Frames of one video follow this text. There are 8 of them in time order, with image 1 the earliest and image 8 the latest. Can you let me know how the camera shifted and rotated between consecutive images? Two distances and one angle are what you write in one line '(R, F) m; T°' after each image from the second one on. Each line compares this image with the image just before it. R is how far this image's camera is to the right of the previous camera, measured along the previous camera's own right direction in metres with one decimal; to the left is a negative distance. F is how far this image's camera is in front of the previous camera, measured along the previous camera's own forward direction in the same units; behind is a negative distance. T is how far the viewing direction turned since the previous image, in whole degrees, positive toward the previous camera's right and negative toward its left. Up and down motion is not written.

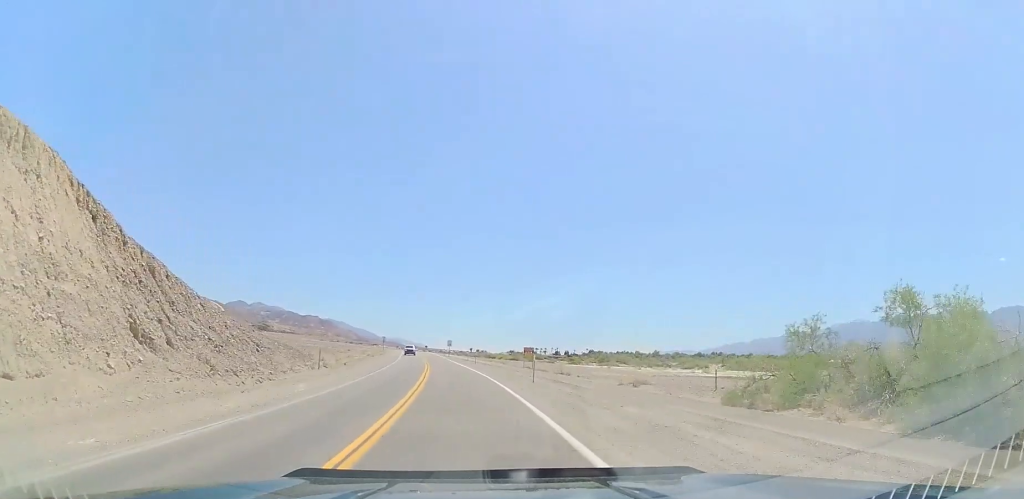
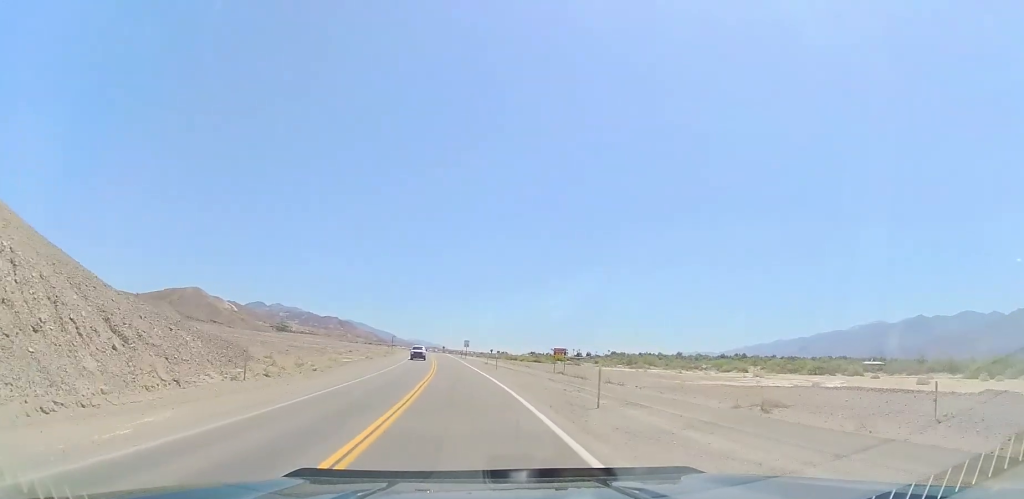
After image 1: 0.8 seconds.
(0.0, +13.2) m; -2°
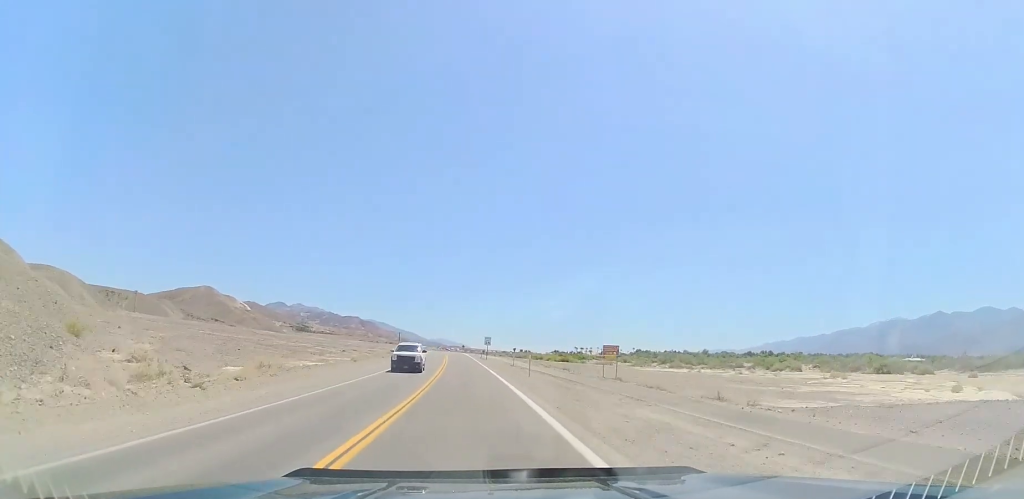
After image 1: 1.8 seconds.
(-0.6, +16.1) m; -5°
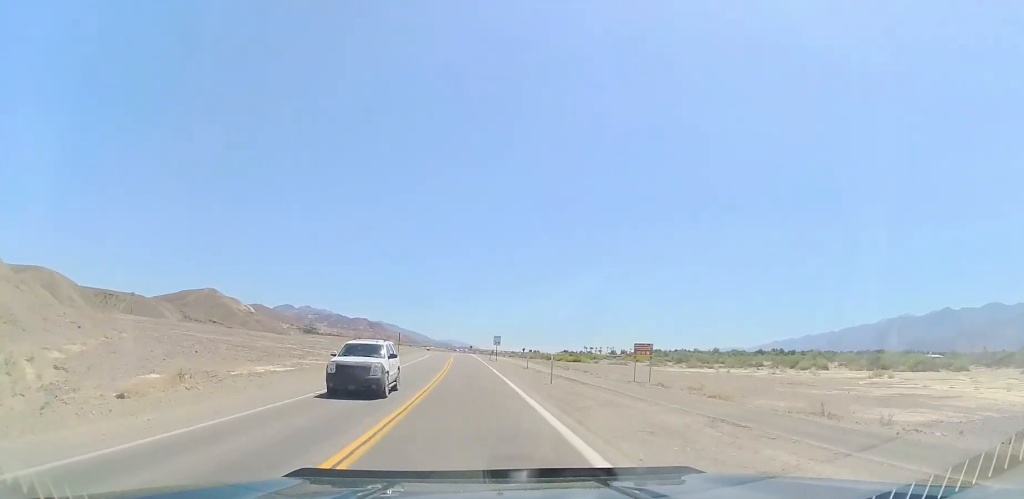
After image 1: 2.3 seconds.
(-0.3, +7.7) m; -2°
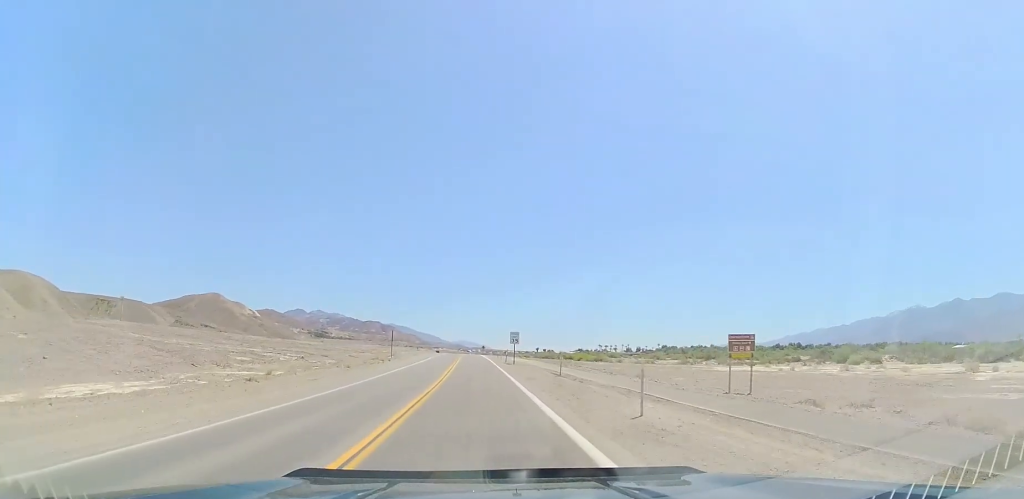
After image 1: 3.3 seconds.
(-0.2, +14.7) m; -1°
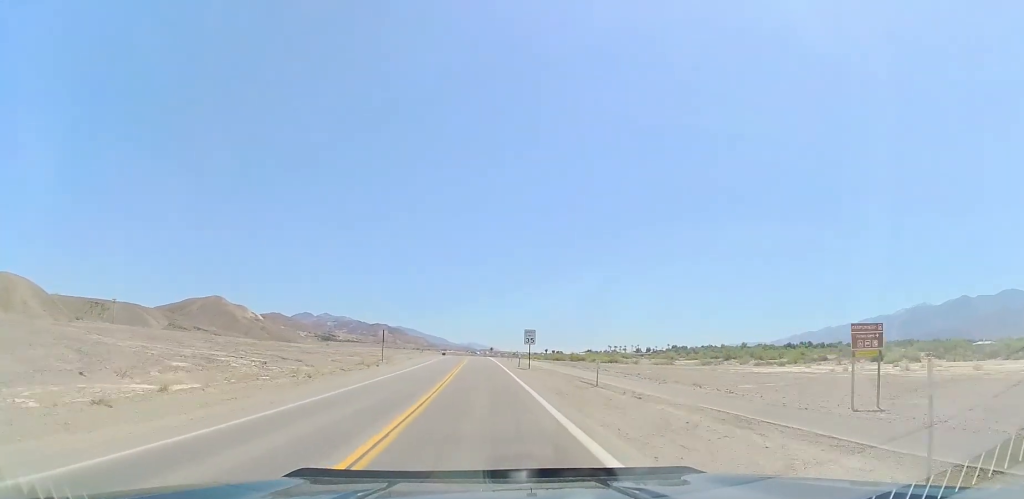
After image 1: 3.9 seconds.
(0.0, +9.6) m; +1°
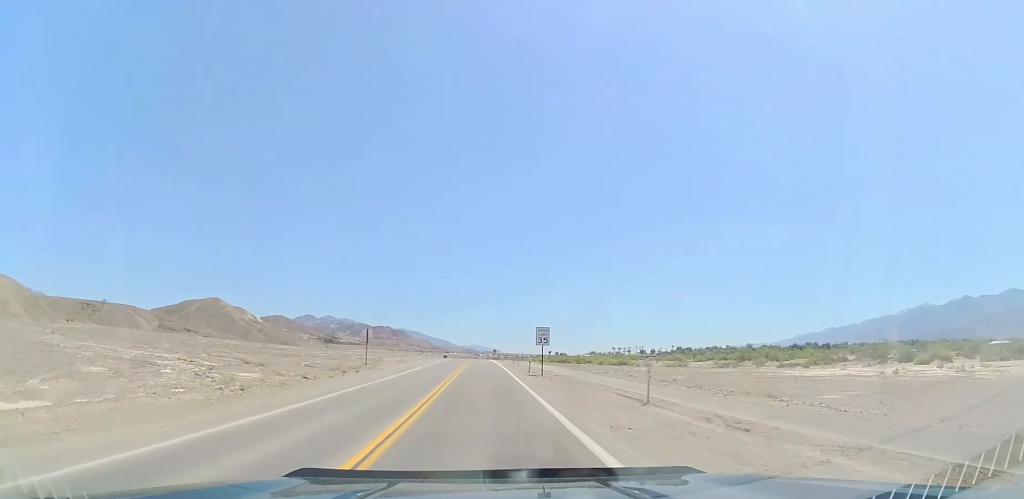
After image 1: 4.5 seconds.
(-0.1, +8.0) m; +1°
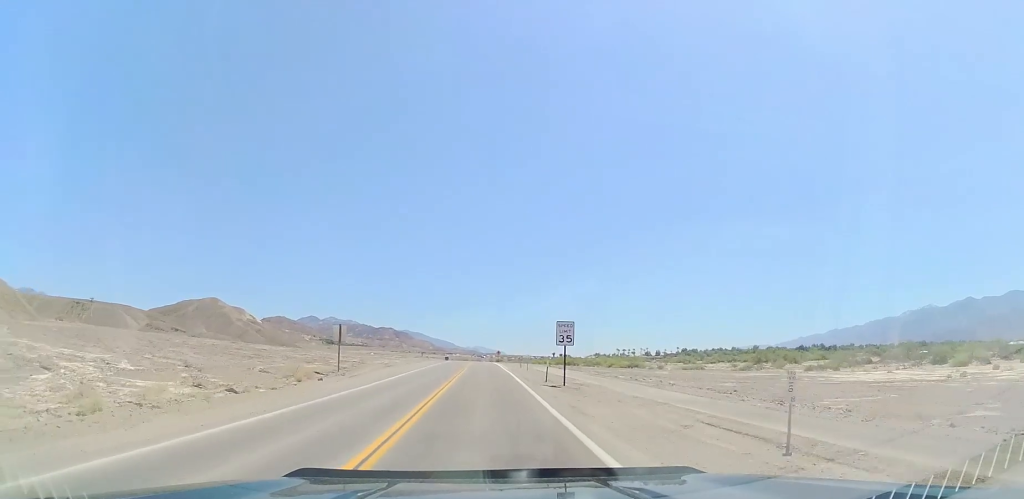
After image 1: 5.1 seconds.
(+0.1, +9.0) m; +1°
